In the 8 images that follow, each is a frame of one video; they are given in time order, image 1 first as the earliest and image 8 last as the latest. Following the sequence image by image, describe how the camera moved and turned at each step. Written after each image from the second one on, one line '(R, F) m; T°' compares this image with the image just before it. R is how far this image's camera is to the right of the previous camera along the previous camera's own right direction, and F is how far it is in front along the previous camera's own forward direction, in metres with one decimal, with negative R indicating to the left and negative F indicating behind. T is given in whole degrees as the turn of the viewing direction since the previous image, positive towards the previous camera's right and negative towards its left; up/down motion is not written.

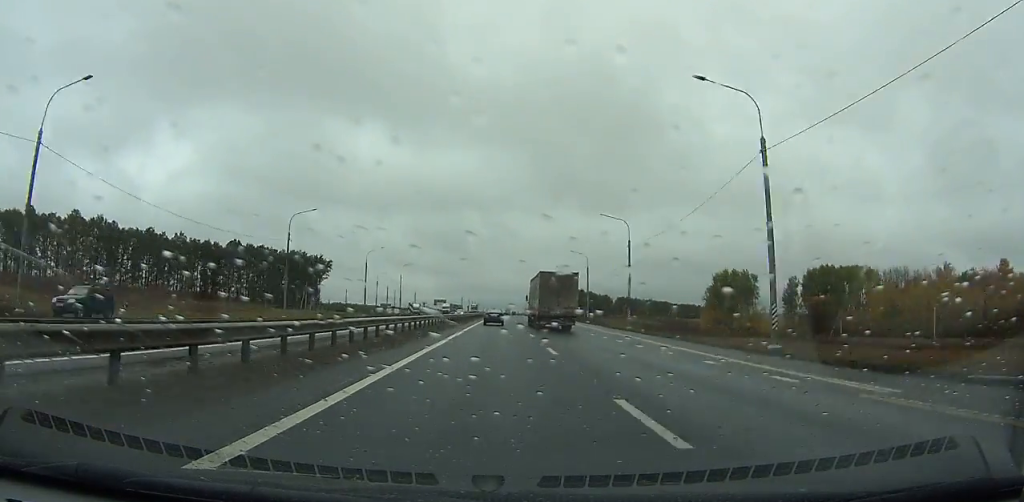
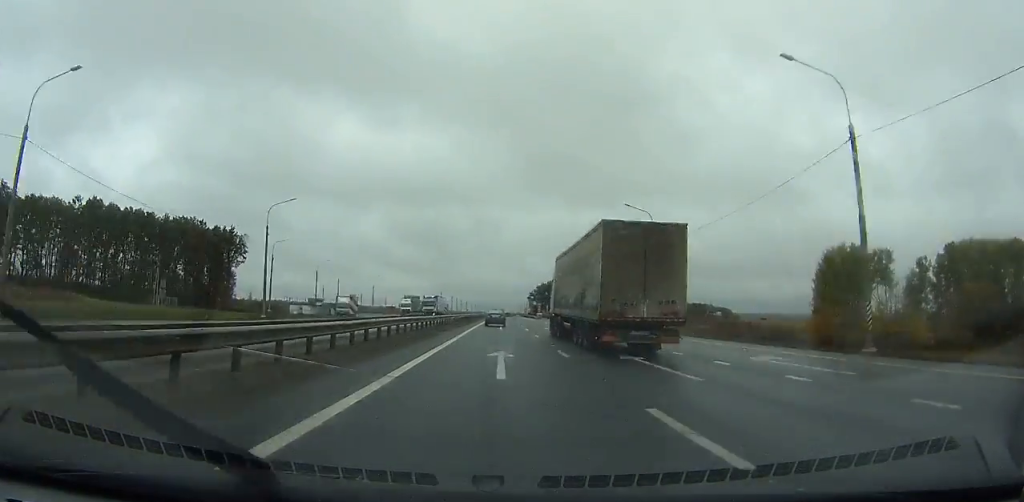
(+0.5, +73.5) m; +1°
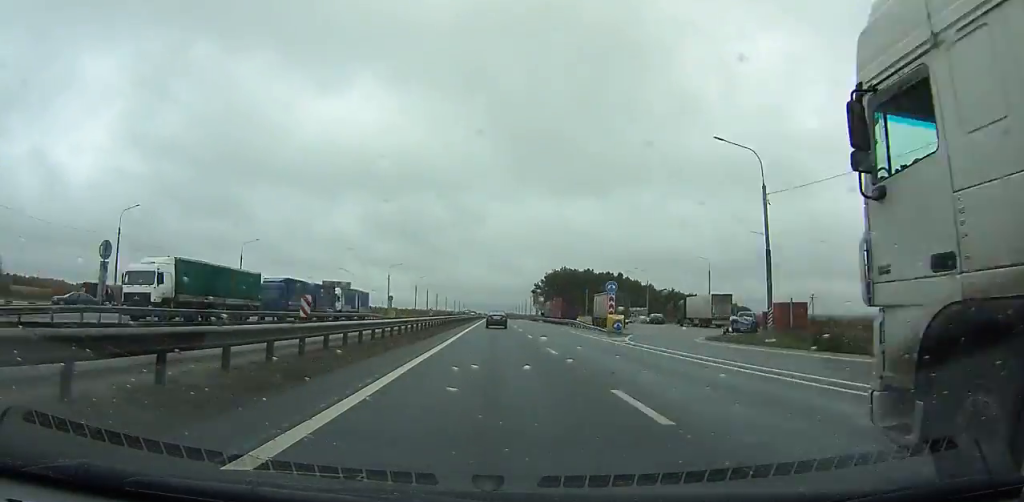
(+0.7, +92.5) m; +1°
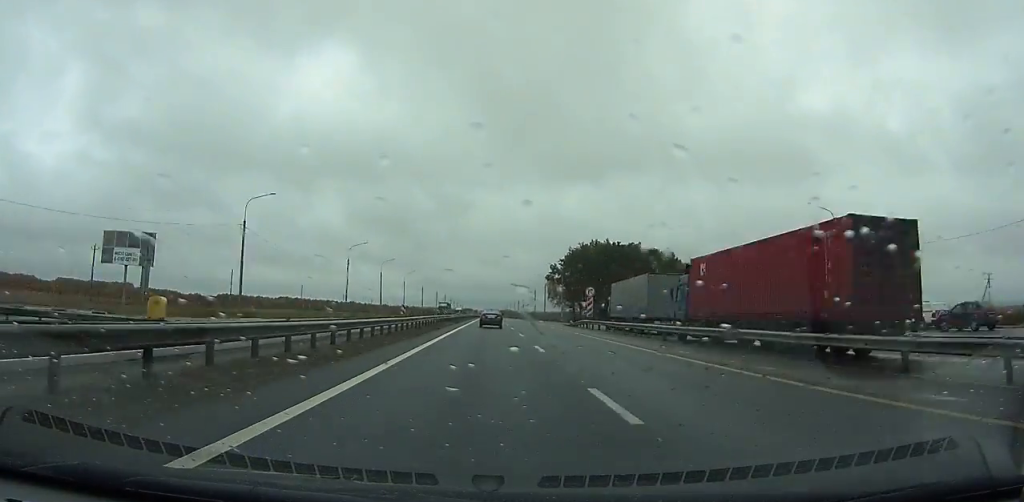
(+0.2, +71.5) m; 0°
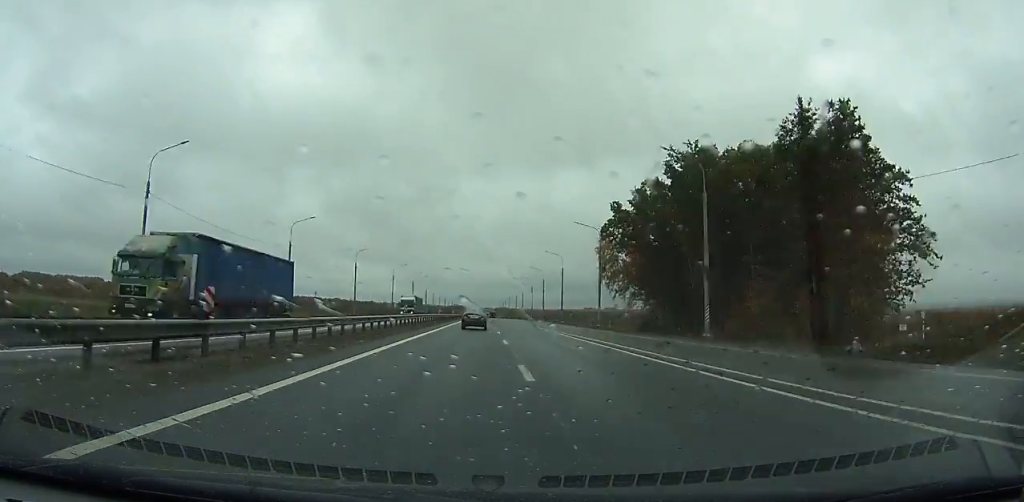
(-0.1, +78.1) m; 0°
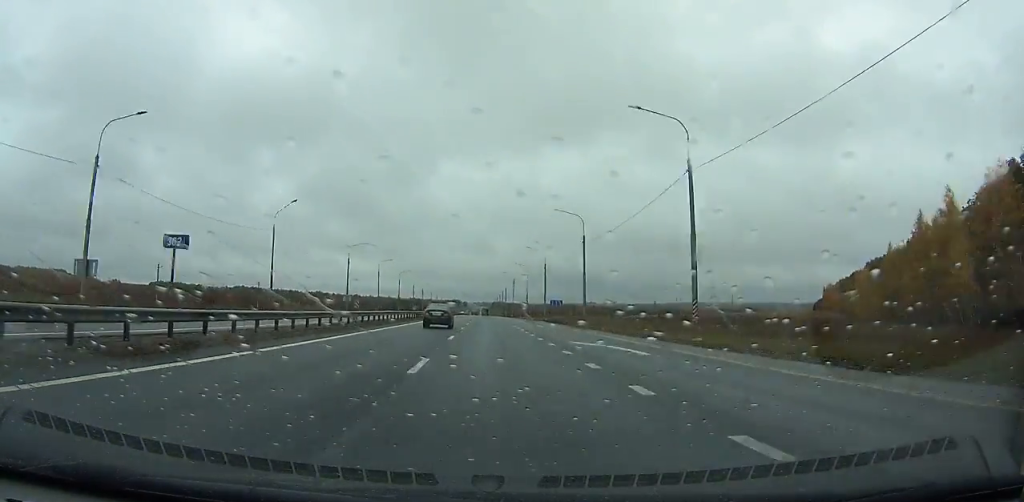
(+0.7, +93.6) m; 0°
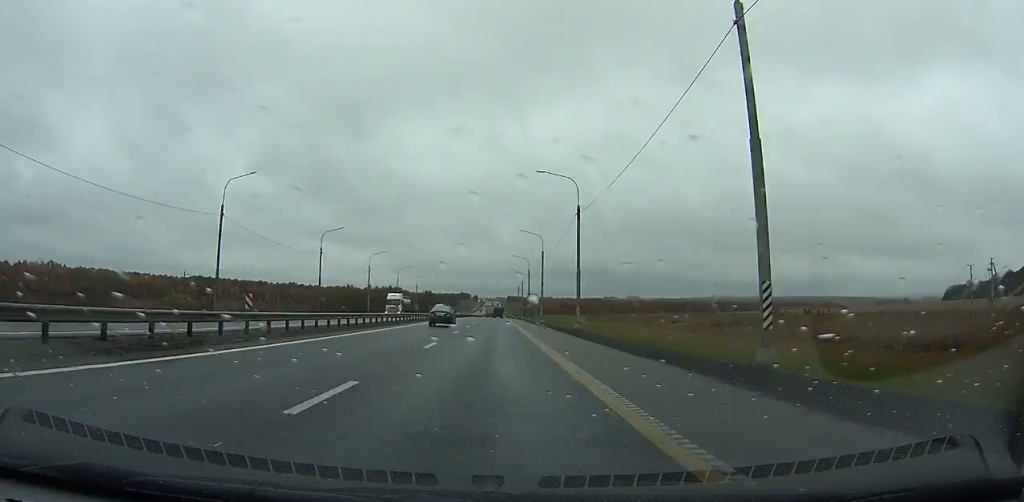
(-1.5, +197.9) m; -1°
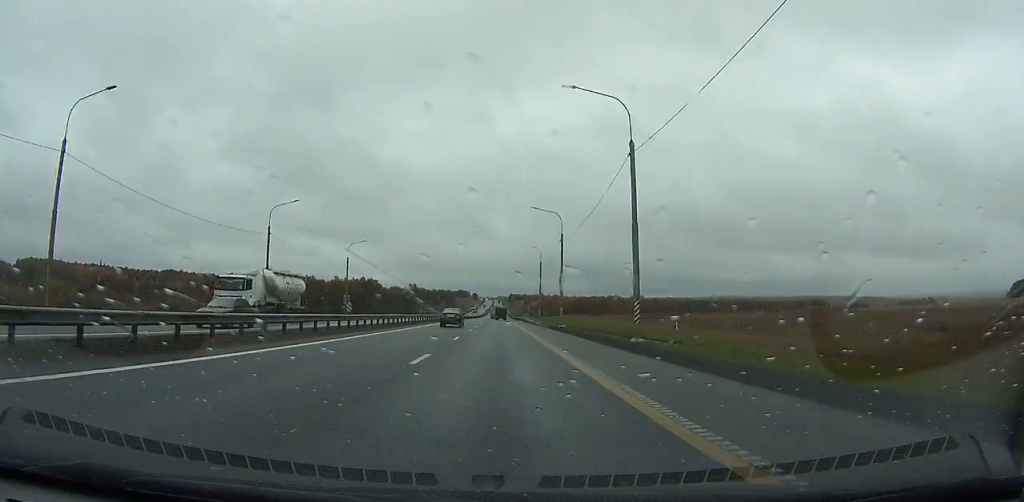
(-0.2, +77.7) m; 0°
